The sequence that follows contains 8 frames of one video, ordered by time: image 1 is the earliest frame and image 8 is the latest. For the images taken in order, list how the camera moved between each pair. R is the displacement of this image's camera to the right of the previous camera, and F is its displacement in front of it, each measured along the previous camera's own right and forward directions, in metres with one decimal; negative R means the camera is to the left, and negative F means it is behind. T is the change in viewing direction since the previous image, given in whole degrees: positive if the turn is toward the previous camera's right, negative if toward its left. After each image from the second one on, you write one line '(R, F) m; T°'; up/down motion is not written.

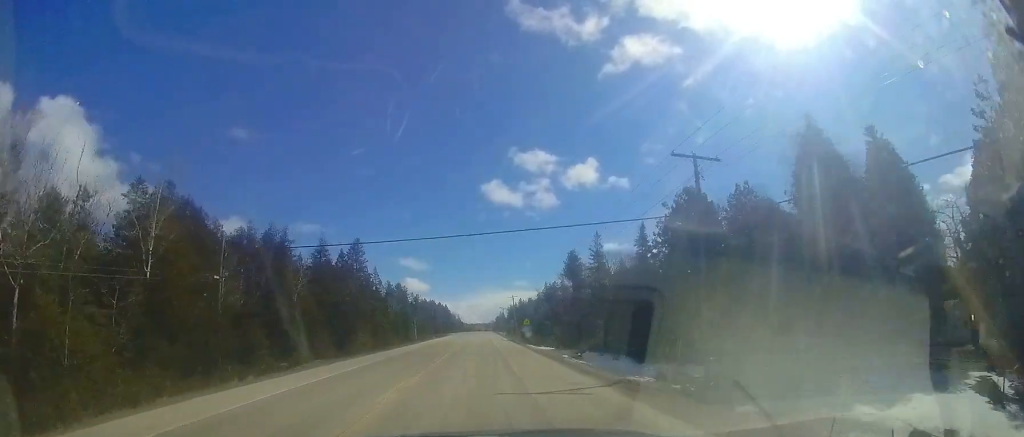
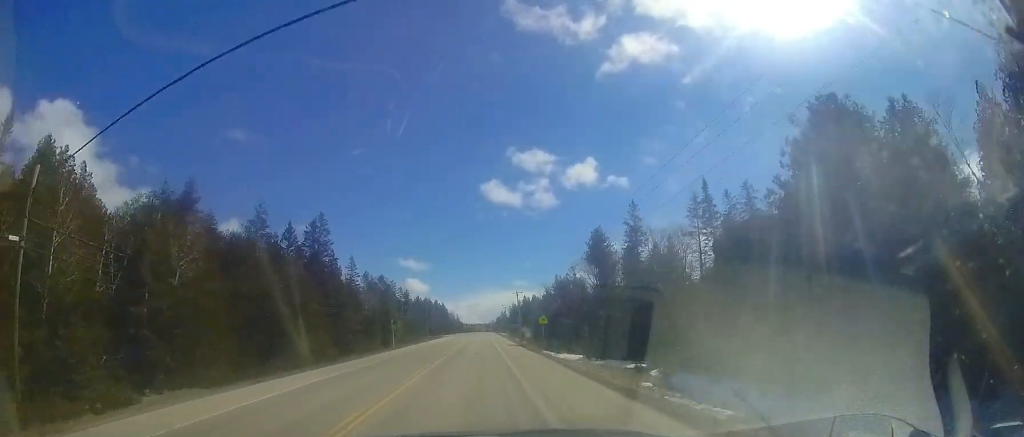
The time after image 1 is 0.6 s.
(0.0, +13.4) m; 0°
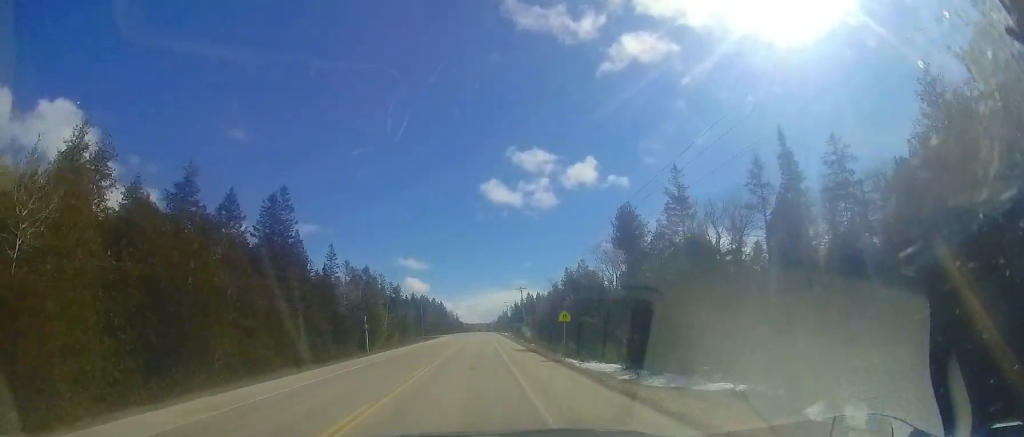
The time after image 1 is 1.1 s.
(0.0, +9.2) m; -1°
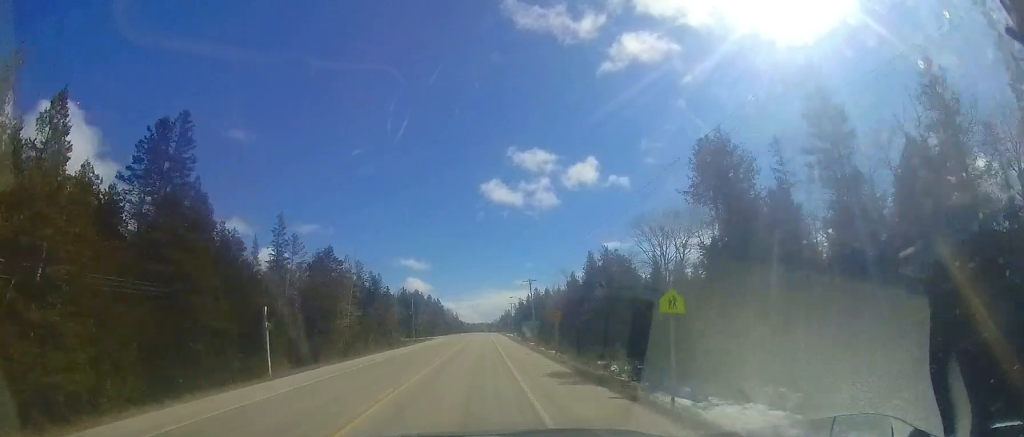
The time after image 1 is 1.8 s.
(0.0, +14.8) m; -1°
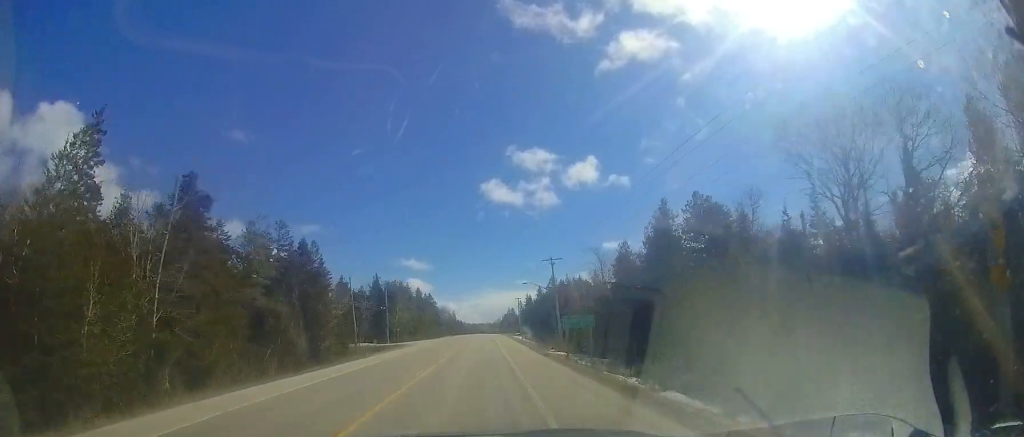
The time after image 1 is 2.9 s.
(-0.4, +23.5) m; 0°
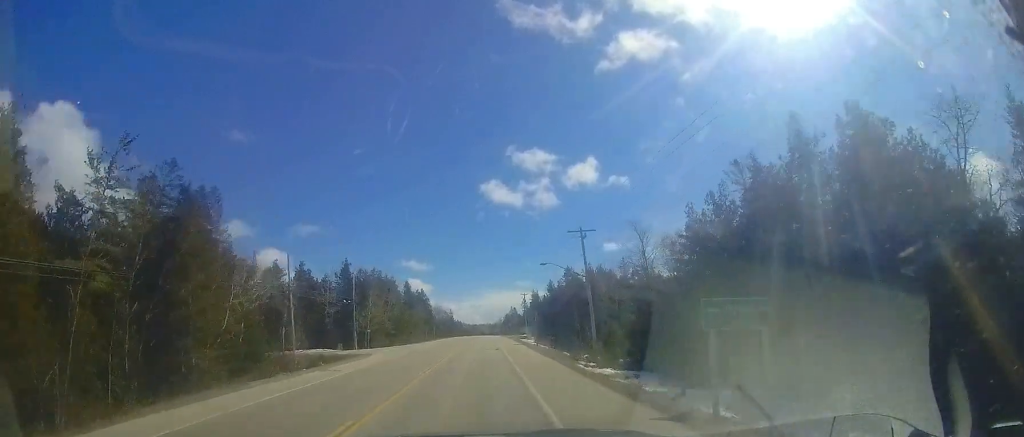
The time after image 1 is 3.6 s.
(+0.3, +15.8) m; +1°
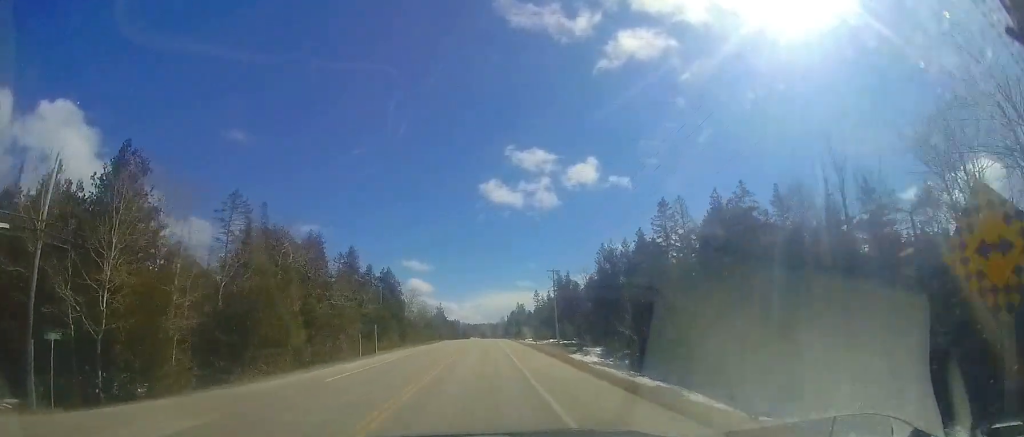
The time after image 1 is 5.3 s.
(-0.4, +37.8) m; -1°
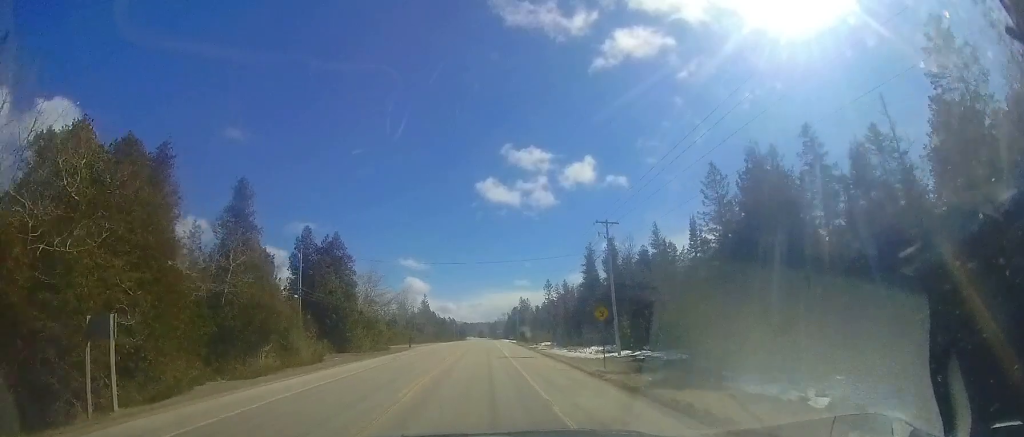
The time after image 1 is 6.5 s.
(+0.2, +25.0) m; 0°
